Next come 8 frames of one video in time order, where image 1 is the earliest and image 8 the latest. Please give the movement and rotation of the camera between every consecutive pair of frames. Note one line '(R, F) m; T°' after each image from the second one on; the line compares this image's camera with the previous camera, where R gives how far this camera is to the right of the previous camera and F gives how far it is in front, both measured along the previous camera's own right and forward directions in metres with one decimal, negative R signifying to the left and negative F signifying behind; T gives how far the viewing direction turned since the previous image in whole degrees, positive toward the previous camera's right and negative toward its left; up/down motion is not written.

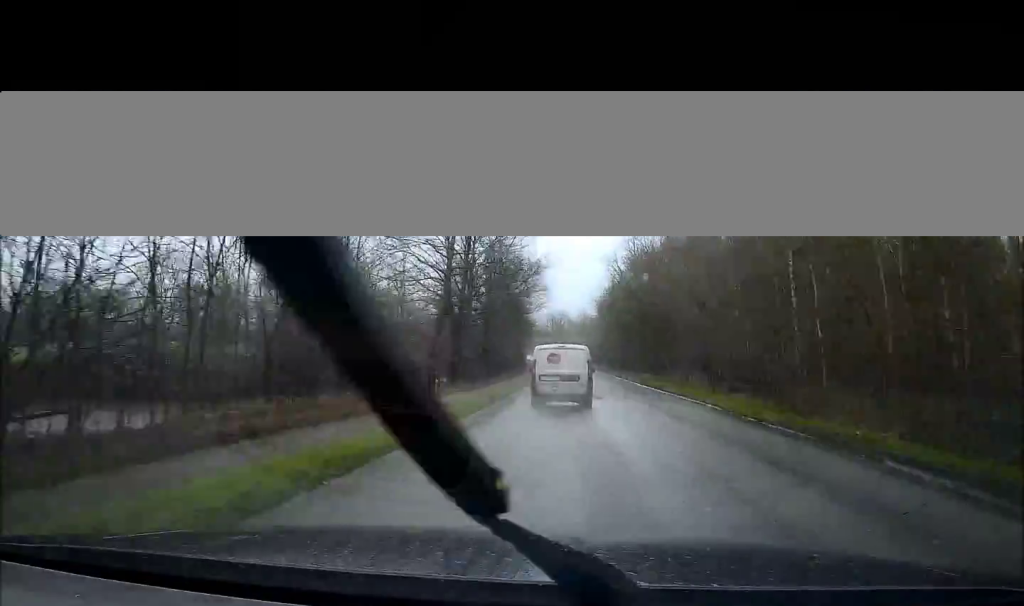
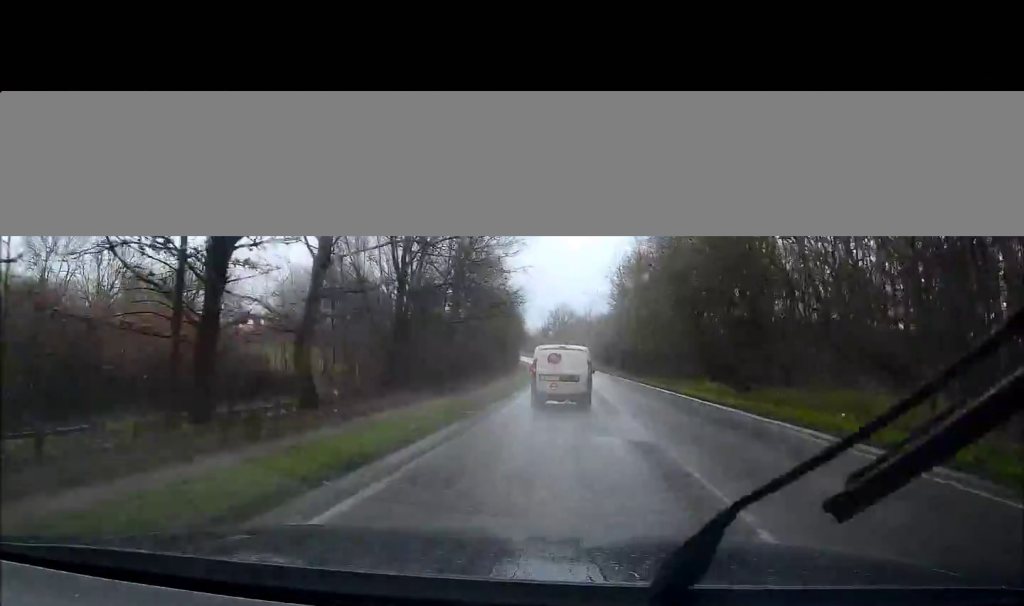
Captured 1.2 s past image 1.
(+0.3, +30.7) m; 0°
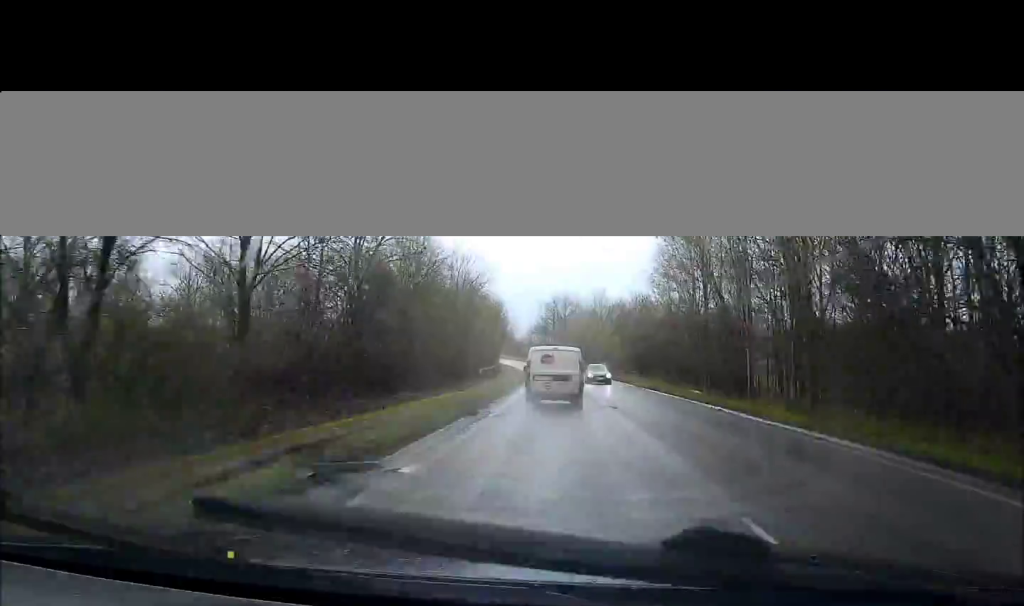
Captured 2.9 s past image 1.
(-0.2, +44.4) m; 0°
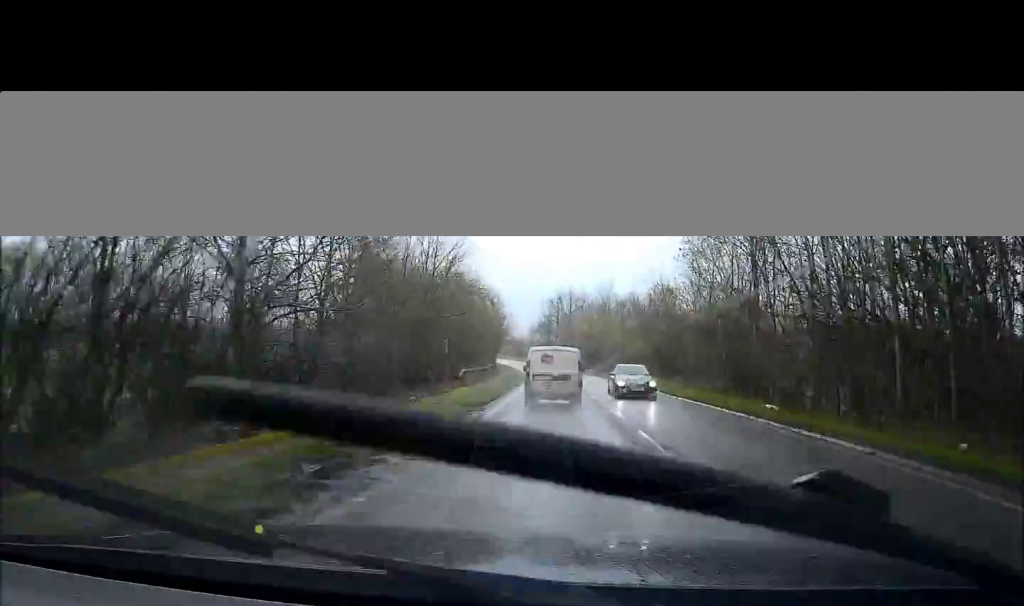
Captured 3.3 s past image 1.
(0.0, +12.3) m; 0°
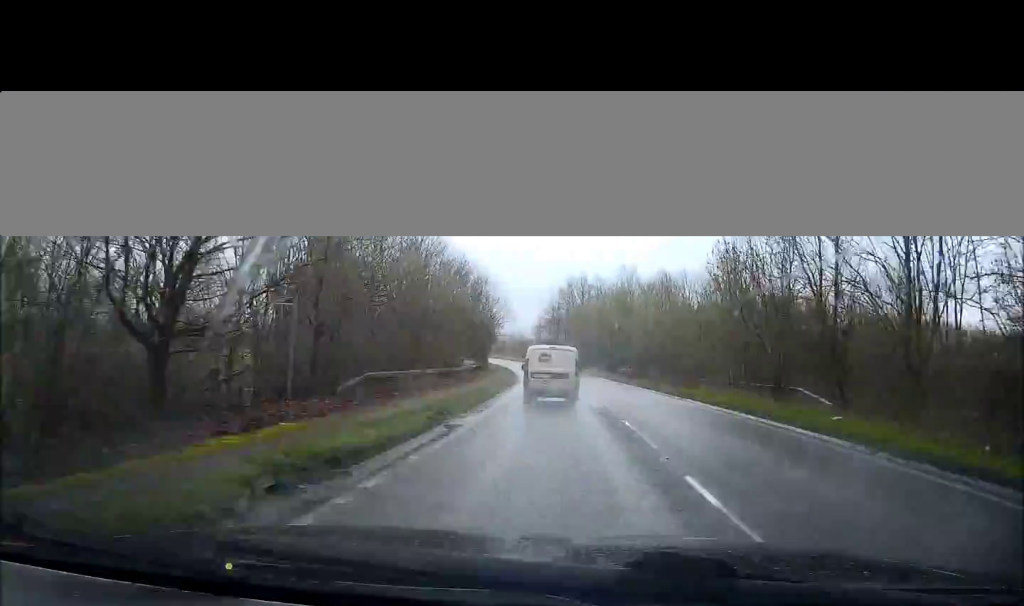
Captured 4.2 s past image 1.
(0.0, +24.0) m; -1°
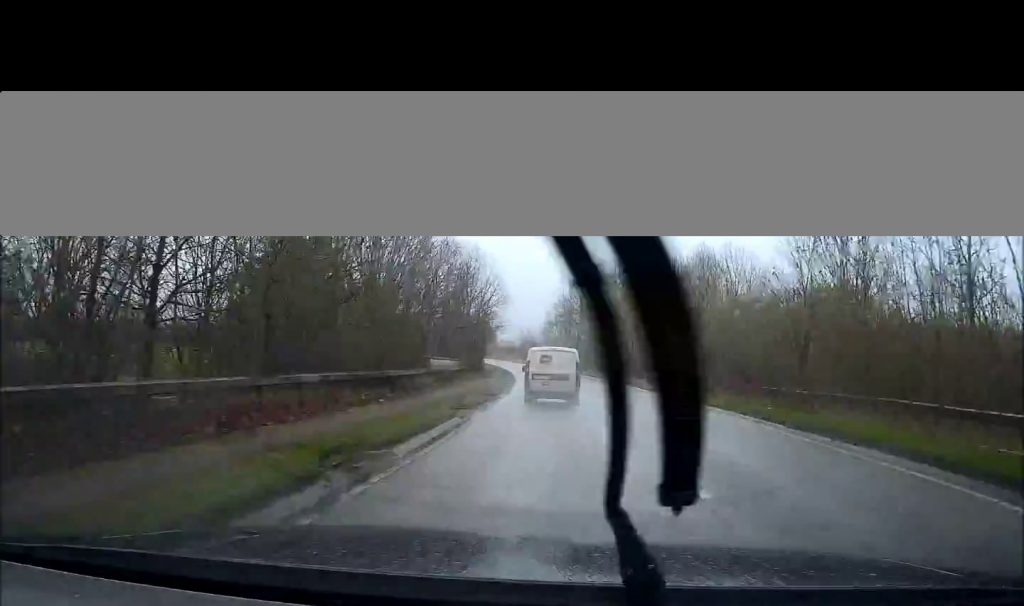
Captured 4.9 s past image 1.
(-0.1, +17.5) m; -1°
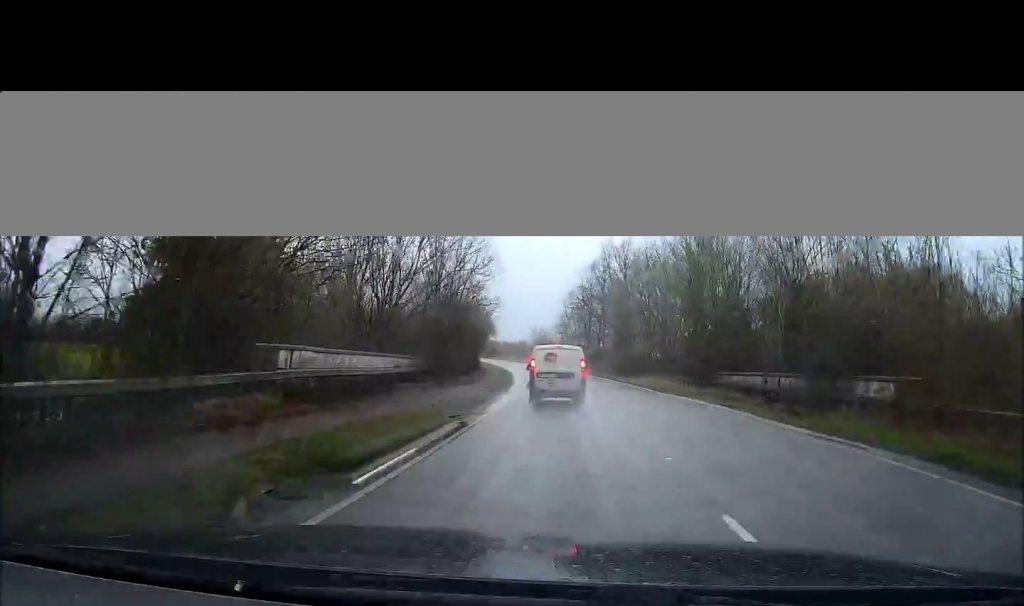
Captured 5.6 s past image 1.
(-0.3, +21.2) m; -1°
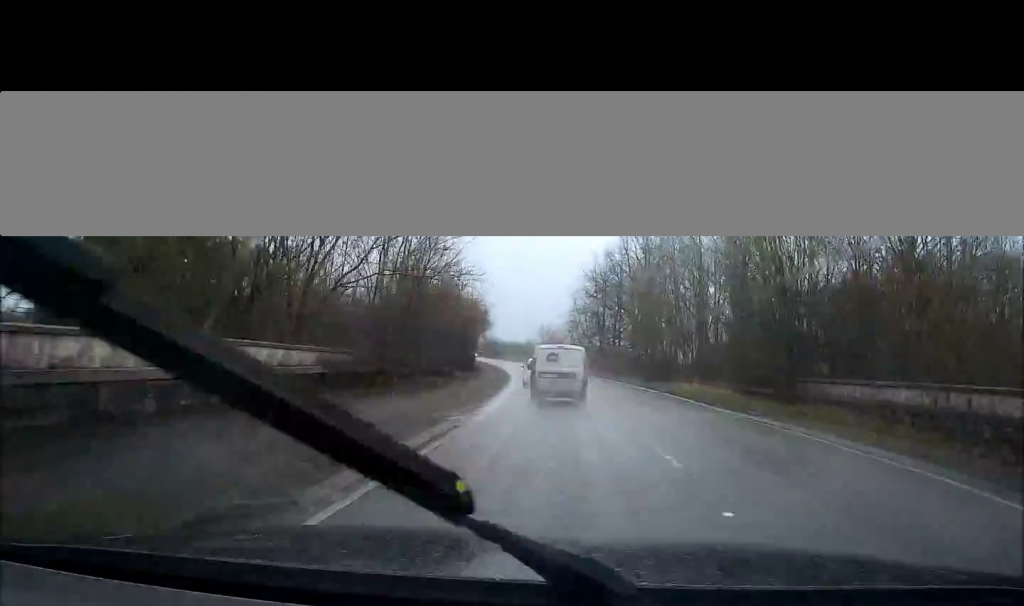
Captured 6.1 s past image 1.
(0.0, +12.9) m; -1°
